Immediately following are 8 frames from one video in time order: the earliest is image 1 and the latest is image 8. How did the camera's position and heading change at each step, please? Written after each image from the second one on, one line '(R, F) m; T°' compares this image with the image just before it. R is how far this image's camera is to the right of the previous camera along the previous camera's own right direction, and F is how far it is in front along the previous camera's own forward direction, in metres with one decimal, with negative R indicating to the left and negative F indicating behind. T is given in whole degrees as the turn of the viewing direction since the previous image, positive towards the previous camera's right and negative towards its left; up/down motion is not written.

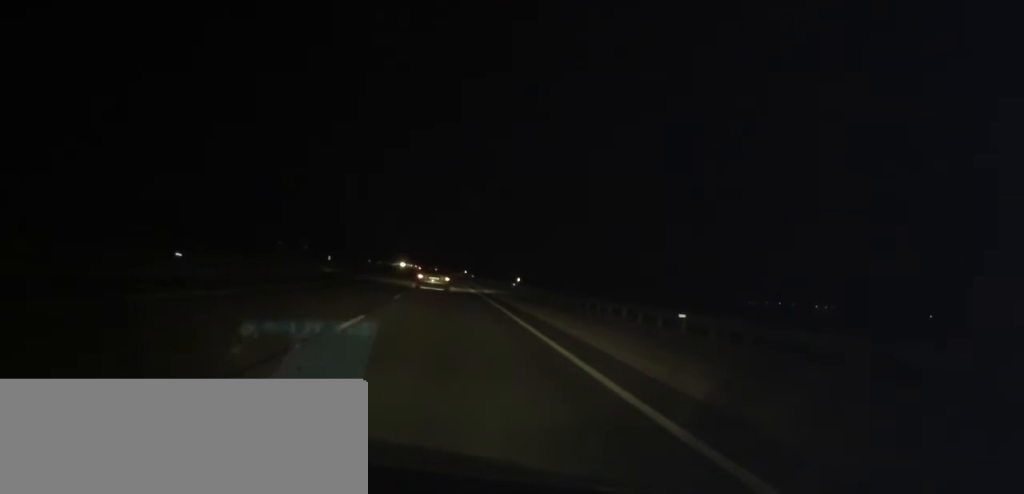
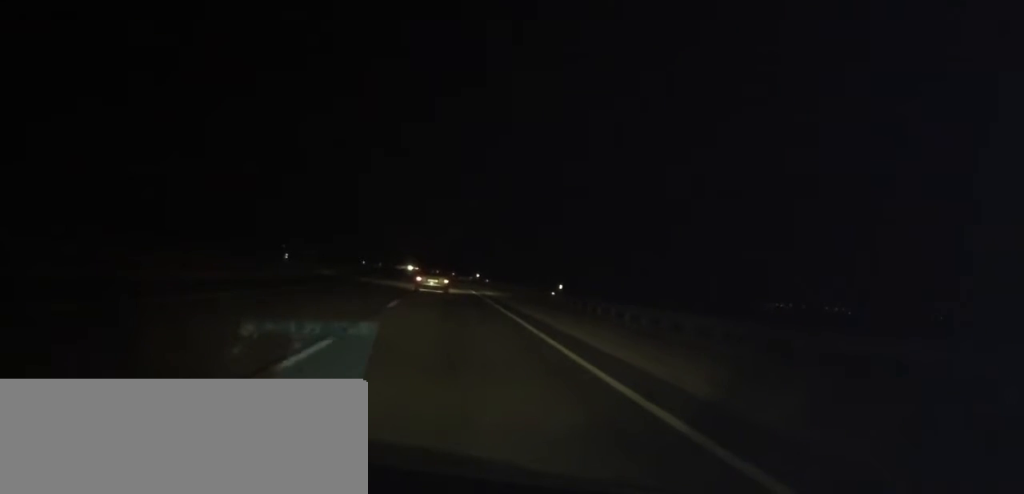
(+0.2, +16.4) m; -1°
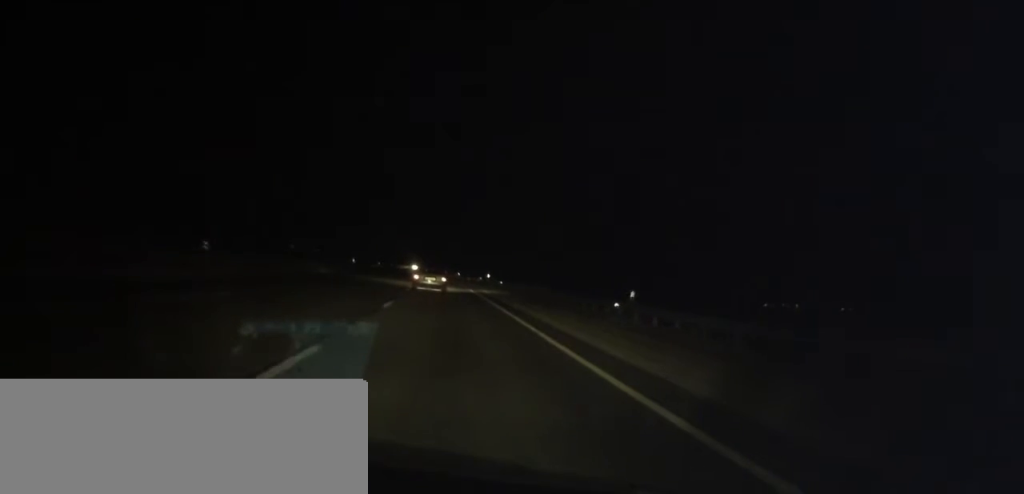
(0.0, +13.2) m; -1°
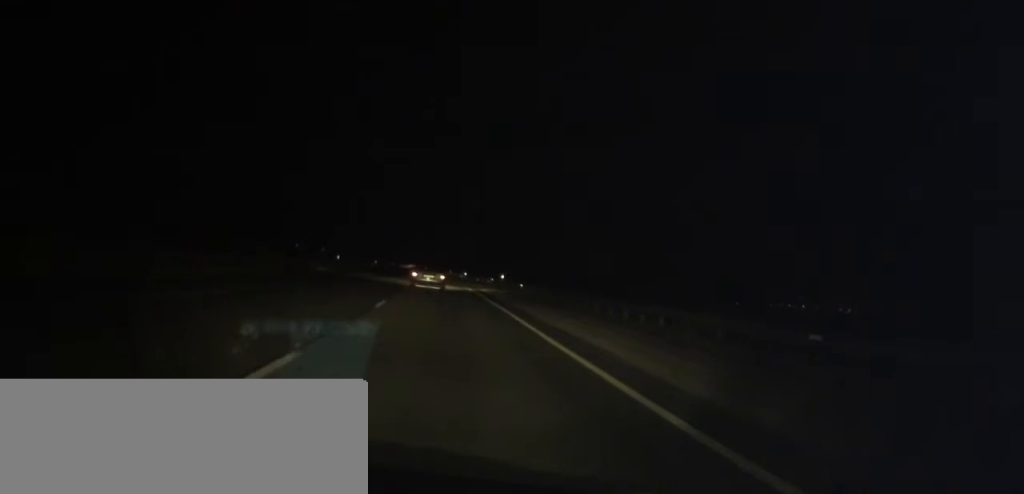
(-0.3, +13.2) m; -1°
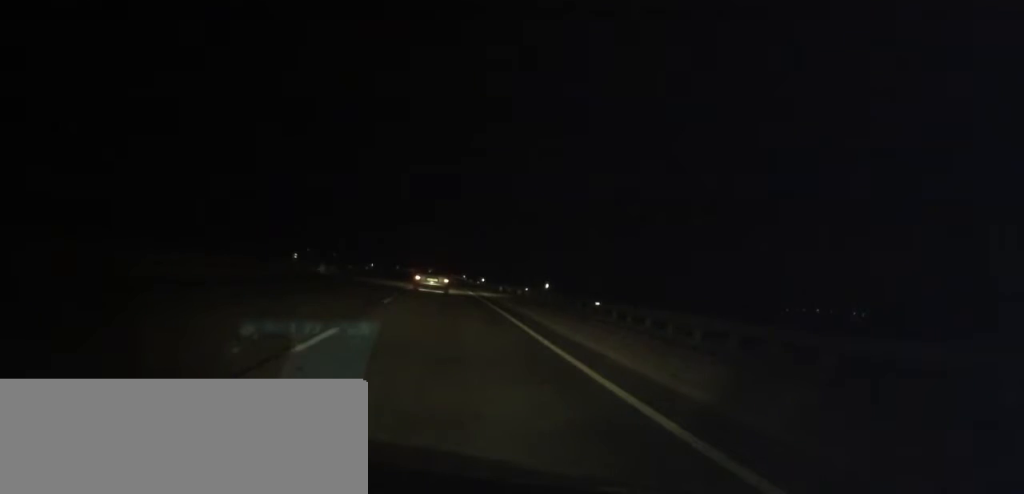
(-0.3, +20.8) m; -1°
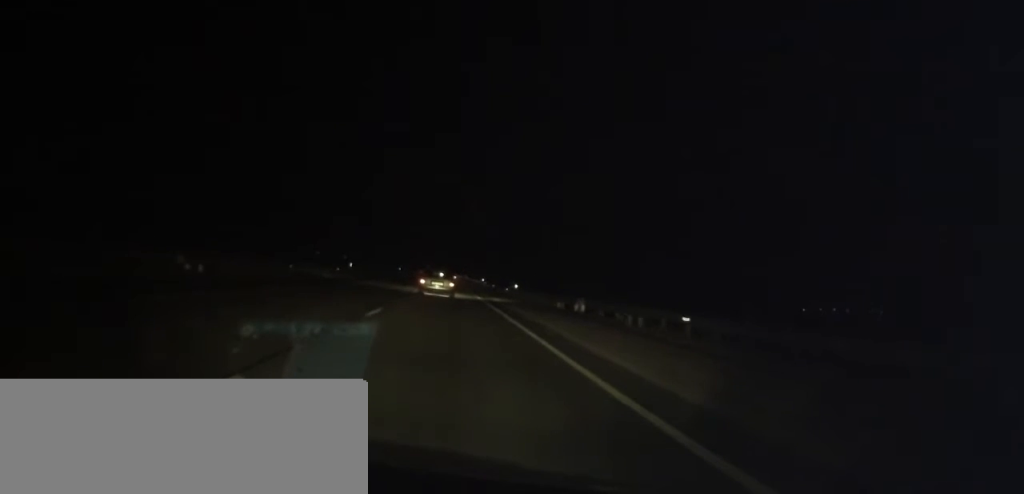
(-0.1, +29.0) m; -1°
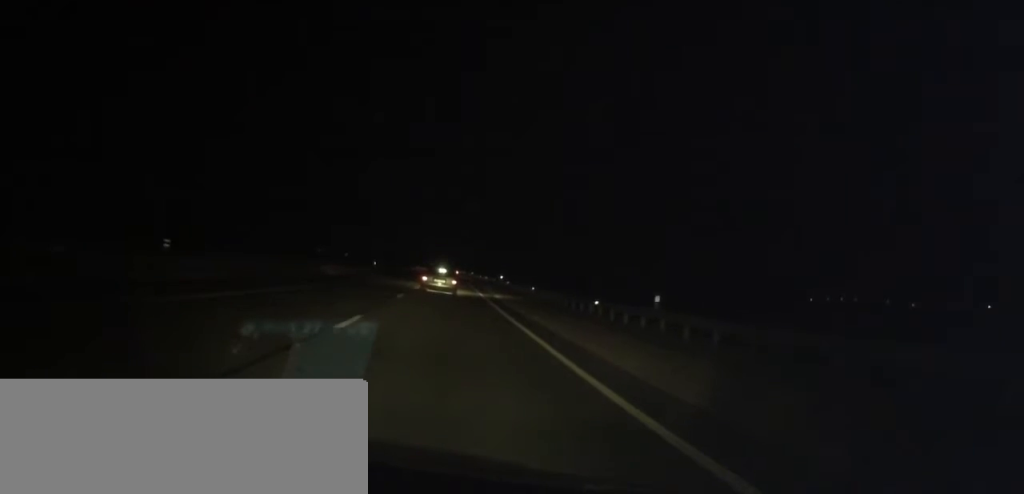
(-0.6, +40.3) m; -1°
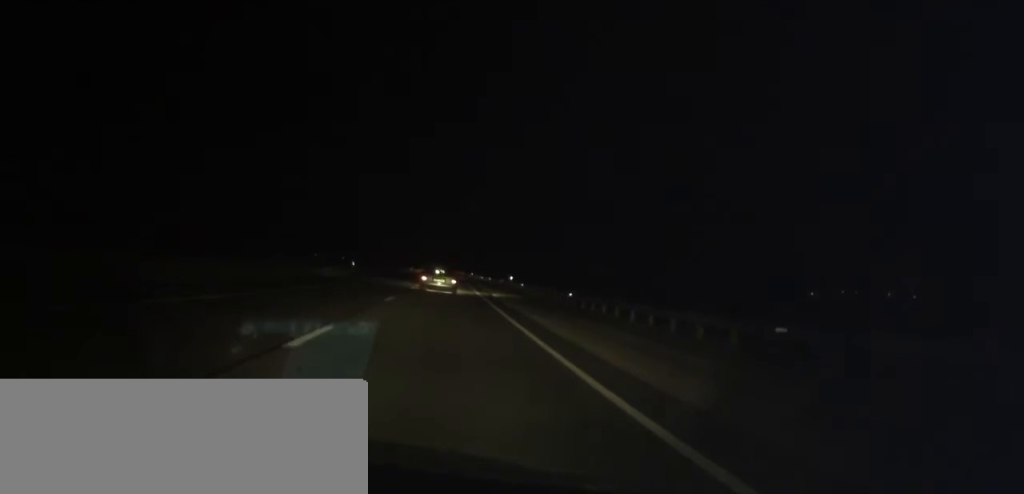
(0.0, +15.2) m; 0°
